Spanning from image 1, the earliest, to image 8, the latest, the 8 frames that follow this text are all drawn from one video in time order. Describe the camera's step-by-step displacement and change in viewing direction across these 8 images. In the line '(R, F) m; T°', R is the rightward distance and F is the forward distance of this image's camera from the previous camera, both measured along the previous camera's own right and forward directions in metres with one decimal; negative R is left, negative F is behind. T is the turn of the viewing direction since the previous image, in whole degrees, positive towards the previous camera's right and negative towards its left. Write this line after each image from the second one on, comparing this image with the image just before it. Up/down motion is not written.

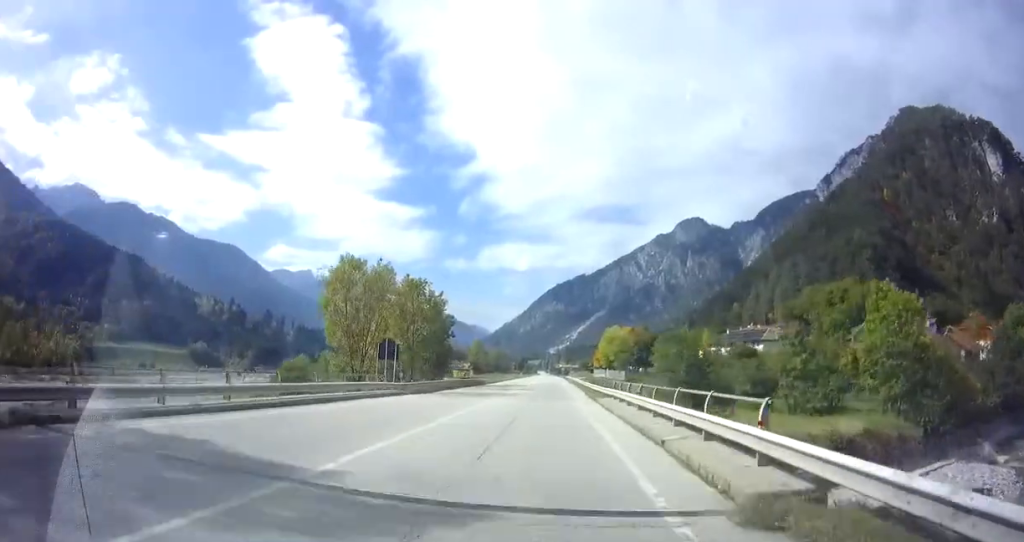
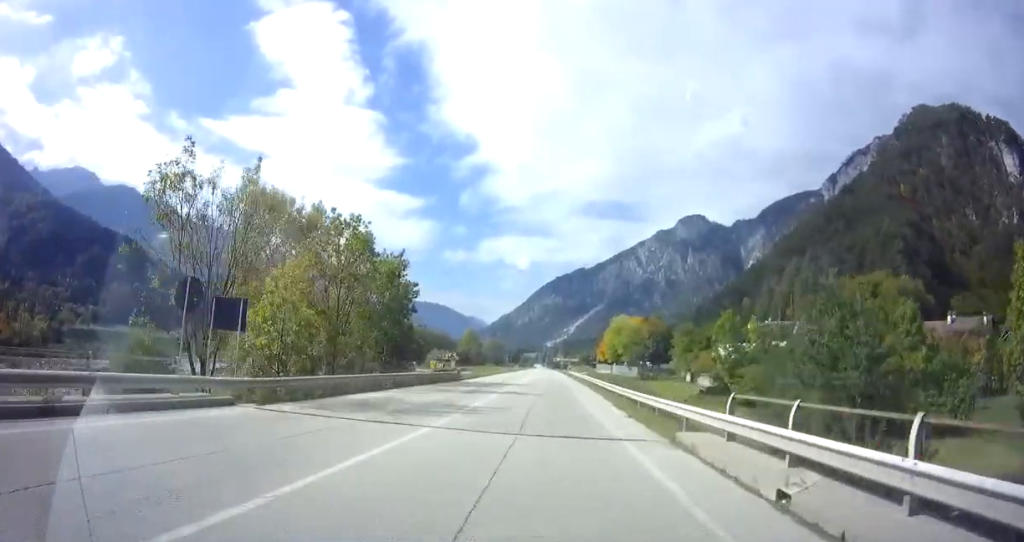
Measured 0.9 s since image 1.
(0.0, +17.7) m; 0°
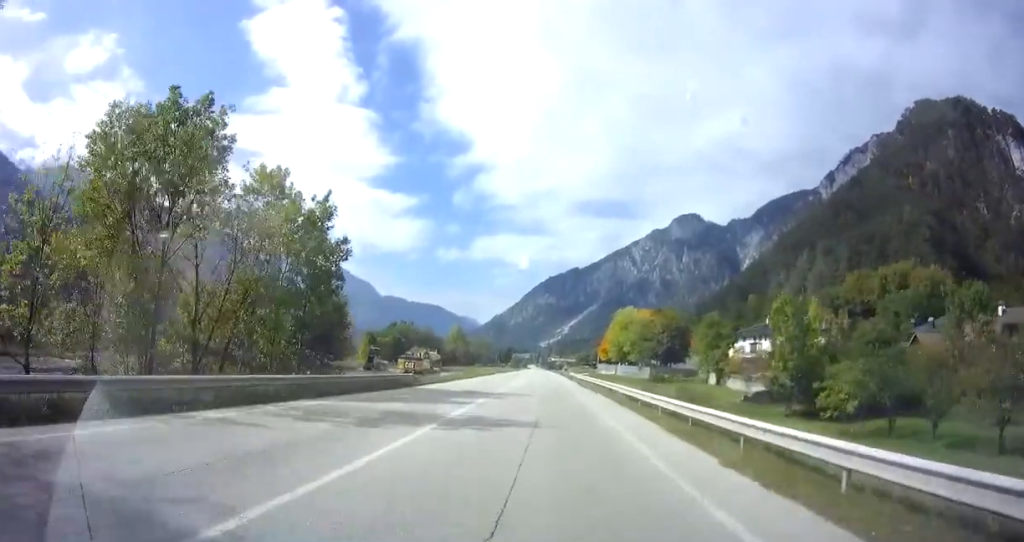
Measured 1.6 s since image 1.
(0.0, +15.7) m; -1°
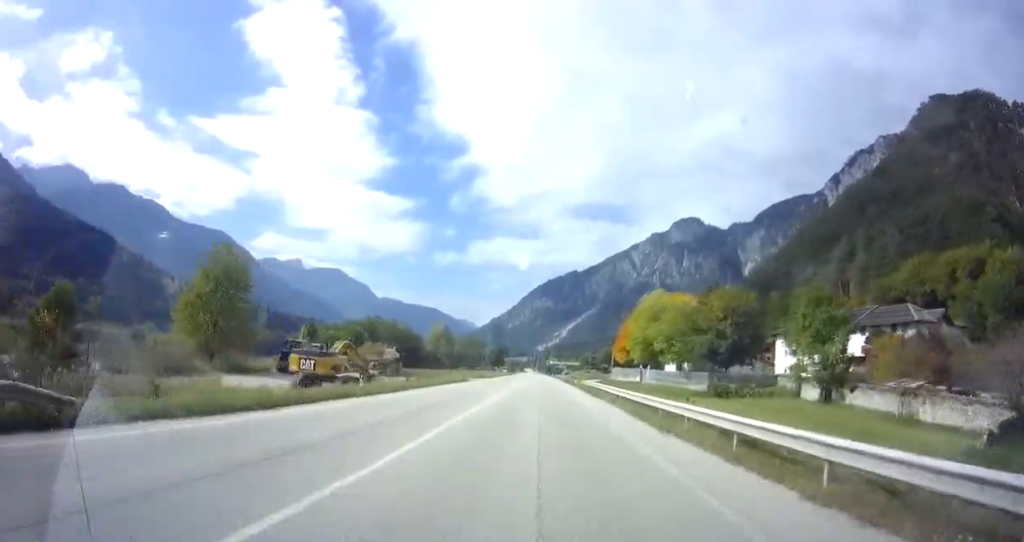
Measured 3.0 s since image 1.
(-0.3, +27.9) m; 0°
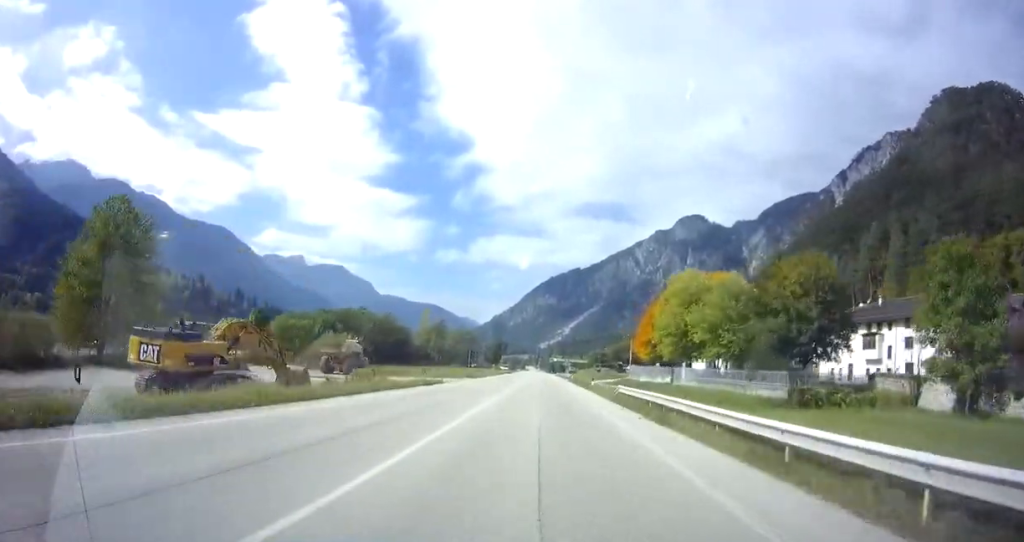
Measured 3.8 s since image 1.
(+0.3, +16.3) m; +1°
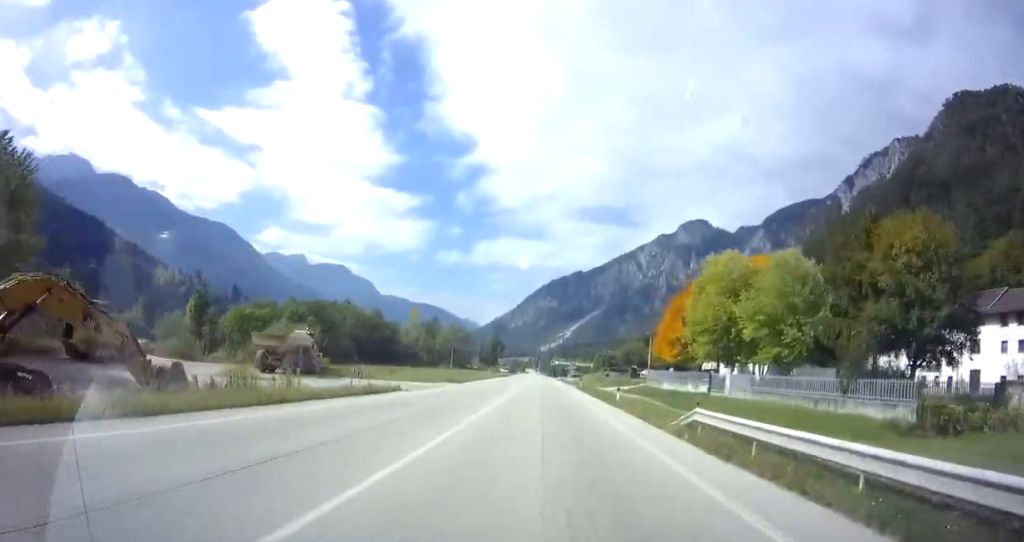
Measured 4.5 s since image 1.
(0.0, +13.5) m; 0°
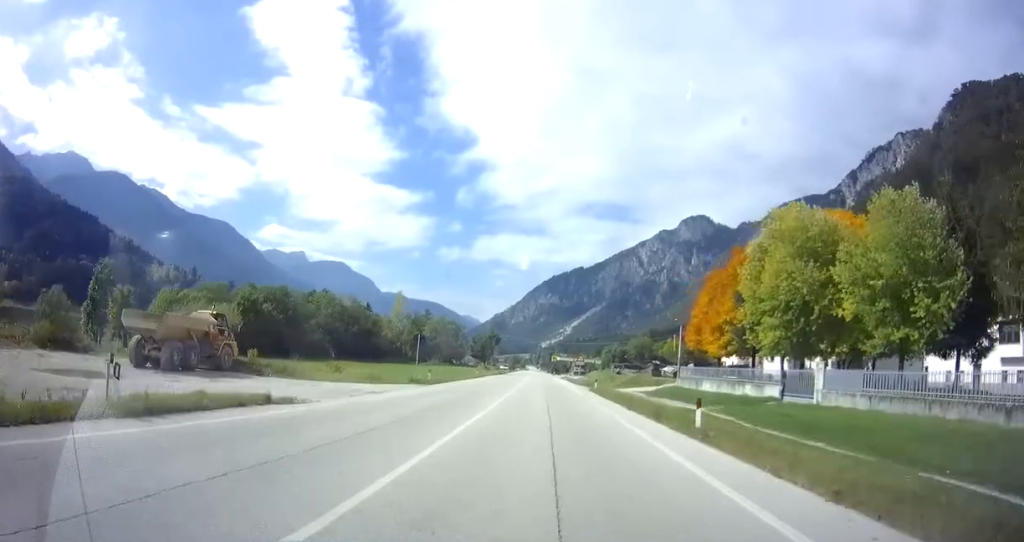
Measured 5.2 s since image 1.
(0.0, +14.1) m; 0°
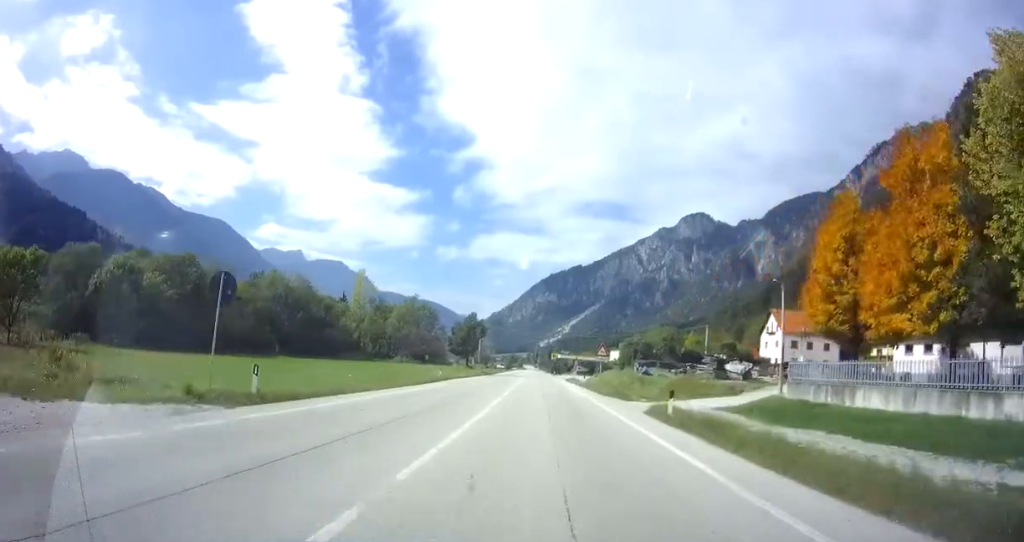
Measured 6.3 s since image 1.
(0.0, +22.8) m; 0°
